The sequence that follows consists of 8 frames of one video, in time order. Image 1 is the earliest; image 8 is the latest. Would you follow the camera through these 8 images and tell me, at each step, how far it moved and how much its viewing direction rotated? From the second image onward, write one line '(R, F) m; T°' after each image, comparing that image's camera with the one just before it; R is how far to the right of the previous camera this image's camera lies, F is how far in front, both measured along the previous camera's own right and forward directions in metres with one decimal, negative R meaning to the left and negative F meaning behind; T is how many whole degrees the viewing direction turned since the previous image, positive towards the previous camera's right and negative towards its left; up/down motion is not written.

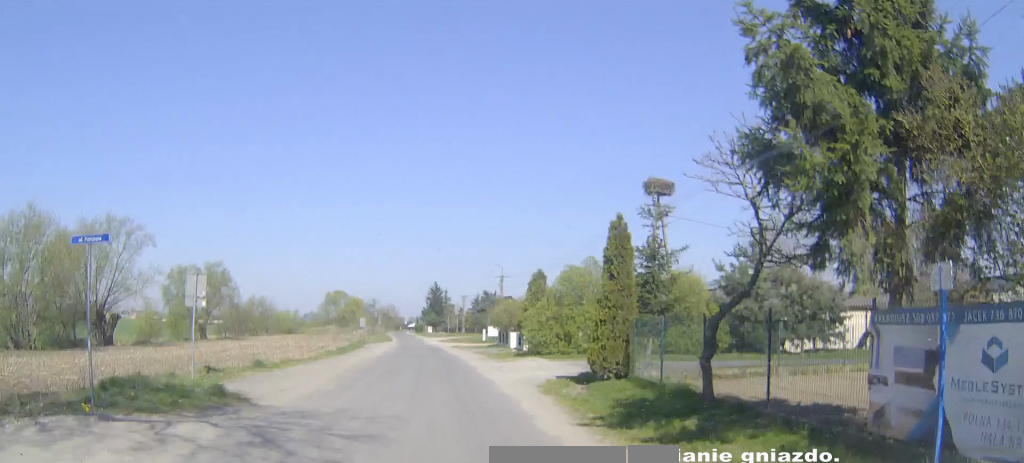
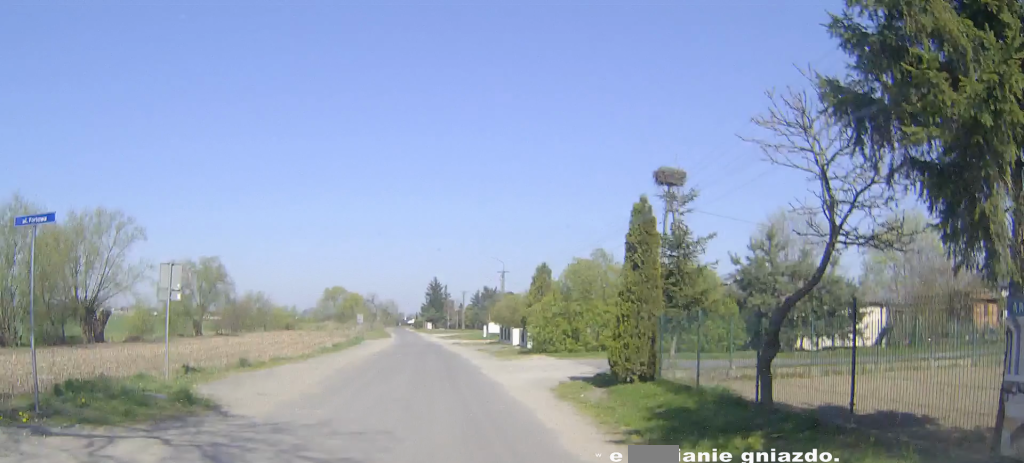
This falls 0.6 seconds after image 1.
(0.0, +2.1) m; +1°
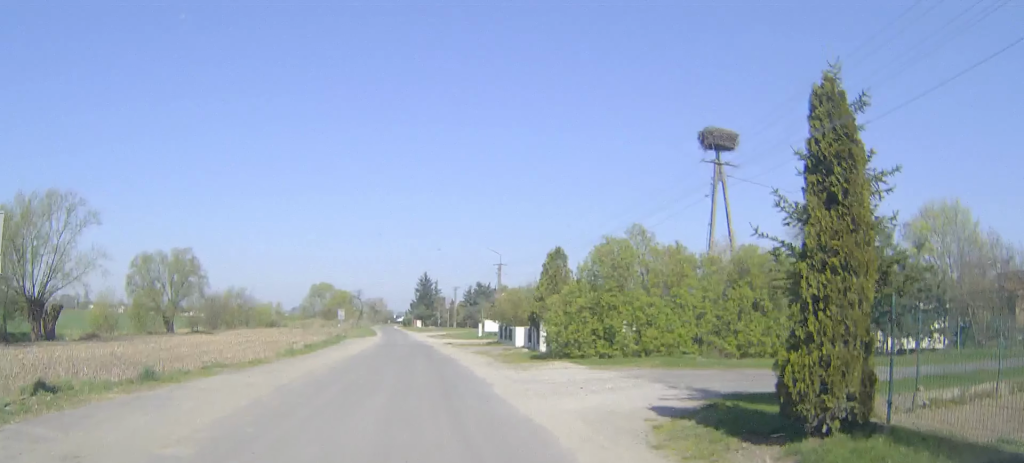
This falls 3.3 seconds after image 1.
(-0.1, +8.2) m; 0°
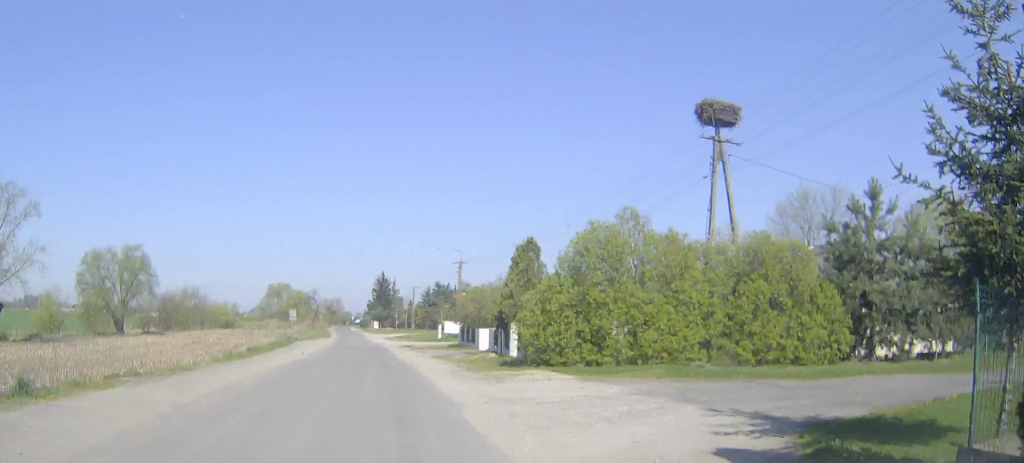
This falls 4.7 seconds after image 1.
(+0.2, +4.3) m; +5°
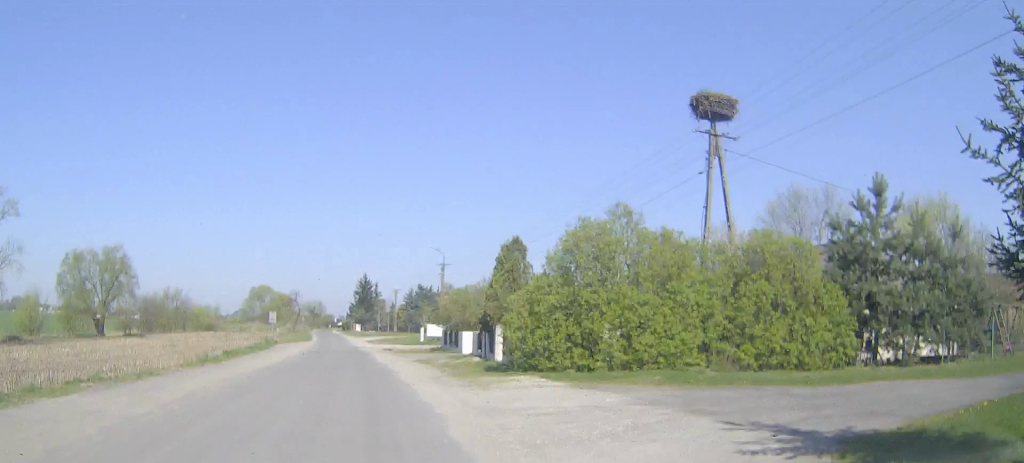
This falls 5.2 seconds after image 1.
(0.0, +1.2) m; +1°
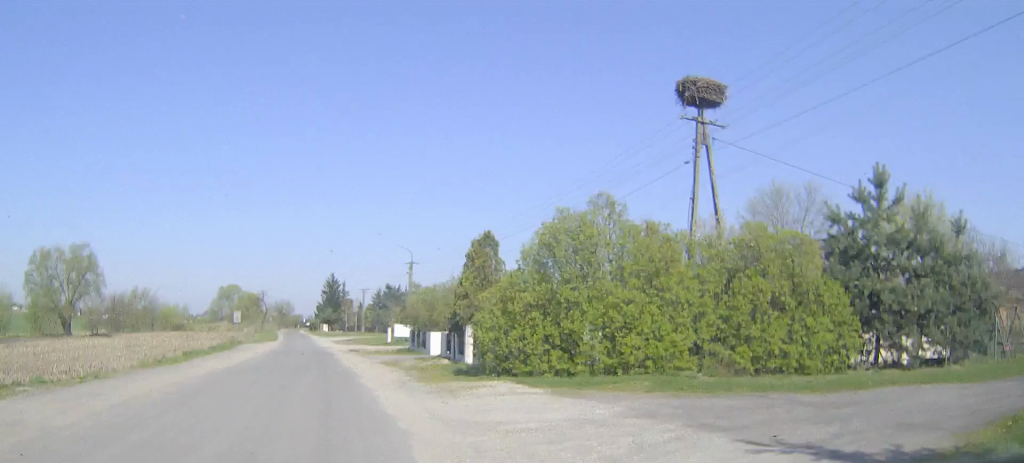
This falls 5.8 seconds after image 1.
(0.0, +1.7) m; +2°
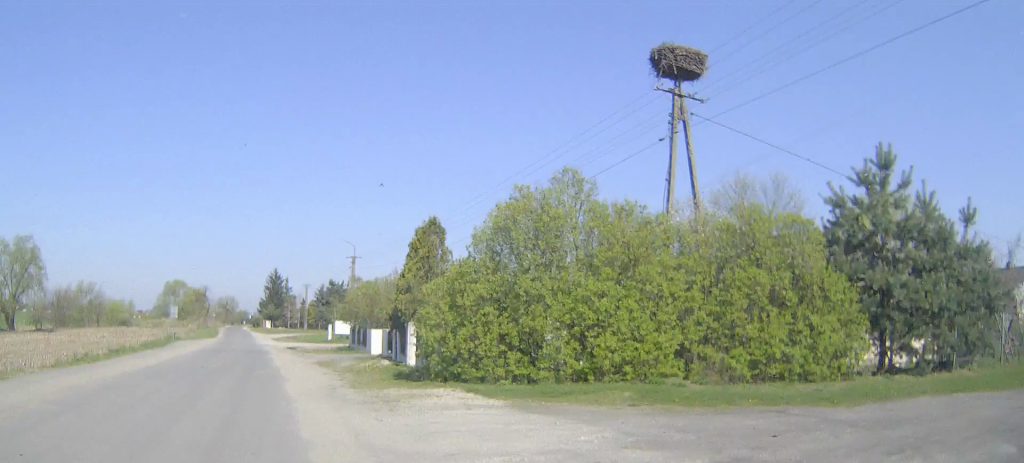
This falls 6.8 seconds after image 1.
(+0.1, +2.8) m; +4°
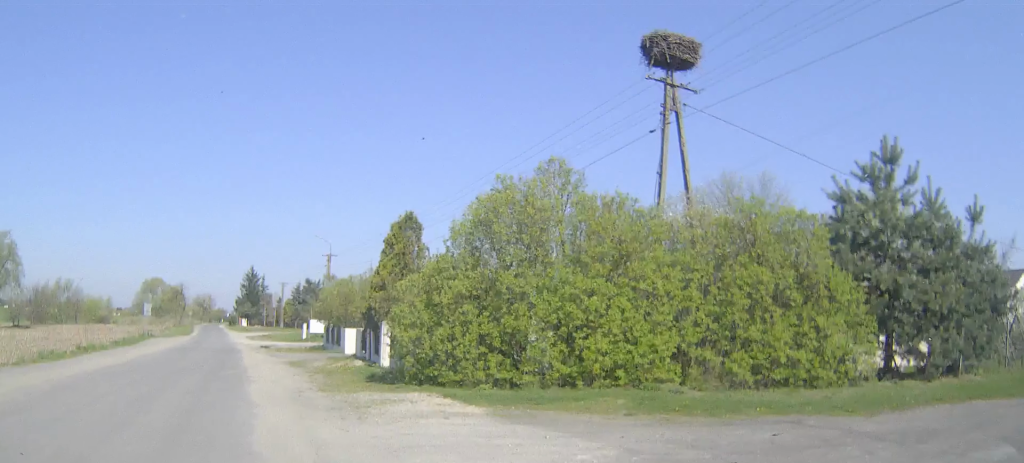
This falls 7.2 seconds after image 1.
(0.0, +1.2) m; +2°
